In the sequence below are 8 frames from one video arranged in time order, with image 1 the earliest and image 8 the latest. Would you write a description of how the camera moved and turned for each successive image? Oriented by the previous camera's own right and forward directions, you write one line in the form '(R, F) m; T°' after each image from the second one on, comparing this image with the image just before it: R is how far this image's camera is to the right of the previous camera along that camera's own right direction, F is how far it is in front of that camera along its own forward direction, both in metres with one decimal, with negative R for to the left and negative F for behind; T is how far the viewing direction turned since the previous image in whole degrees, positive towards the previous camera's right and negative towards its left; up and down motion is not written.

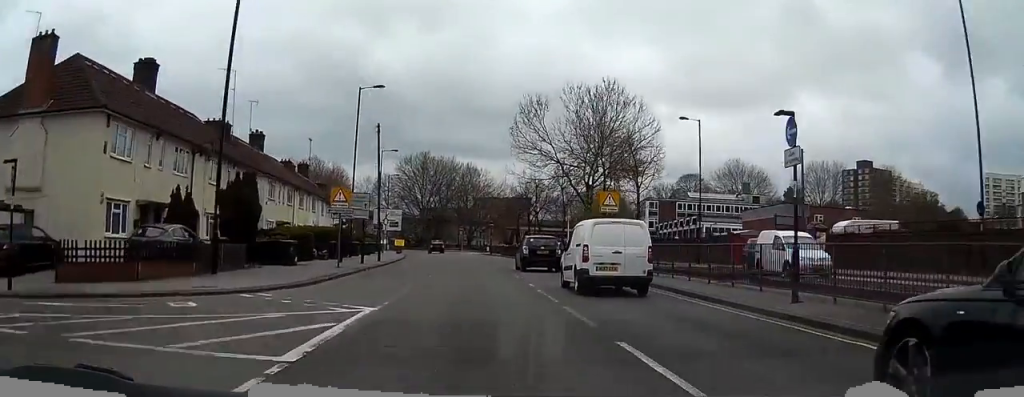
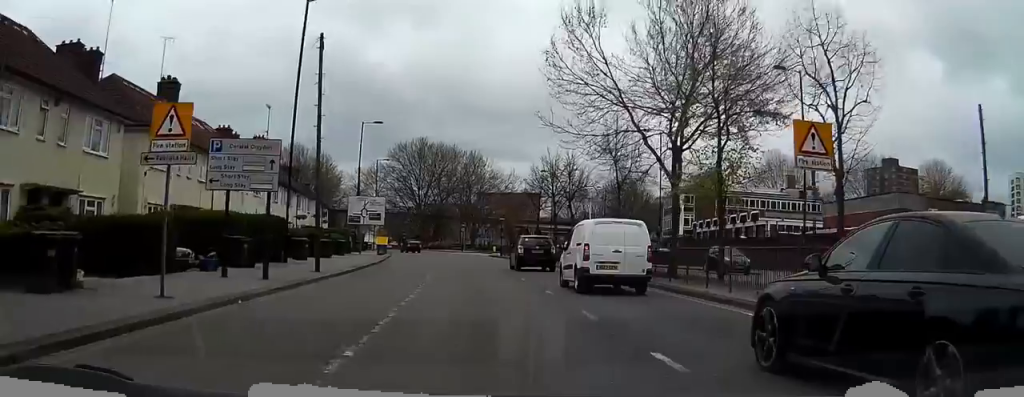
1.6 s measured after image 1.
(-0.4, +19.8) m; -1°
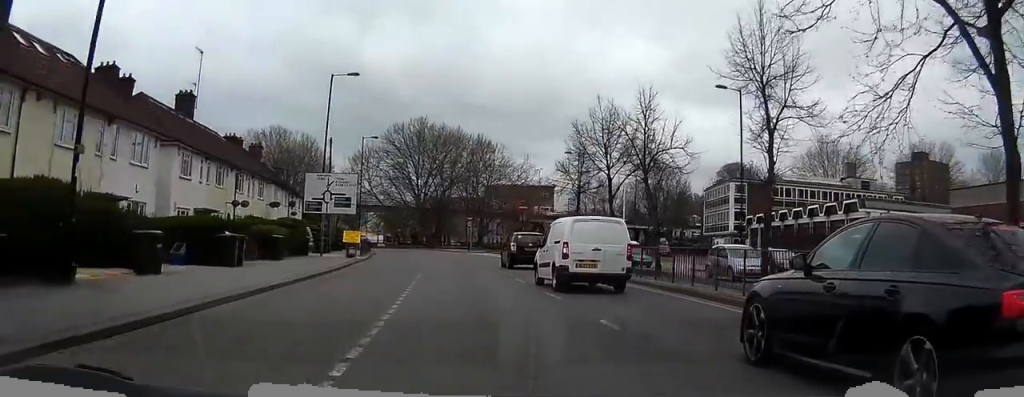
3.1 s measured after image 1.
(+0.2, +19.6) m; +1°
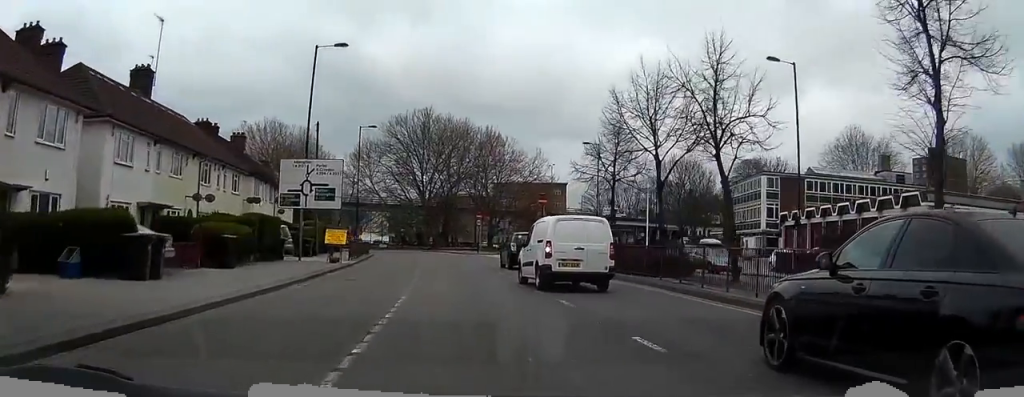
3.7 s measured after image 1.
(+0.1, +8.0) m; 0°
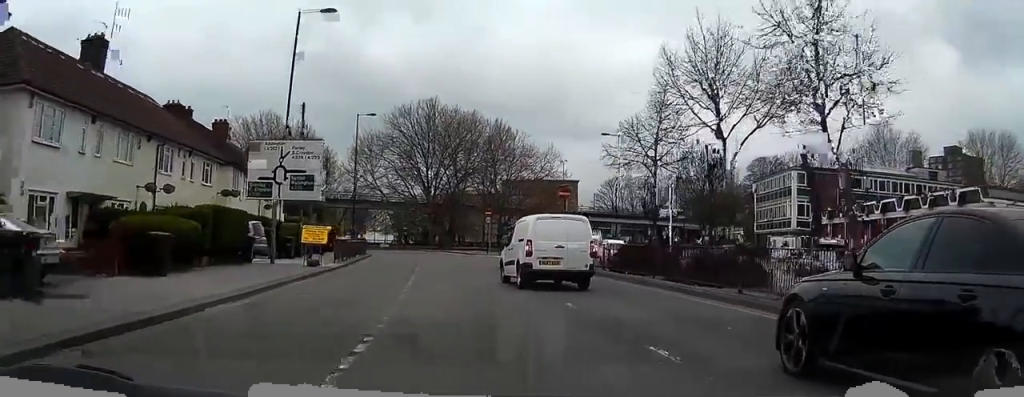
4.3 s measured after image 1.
(-0.1, +7.0) m; -1°
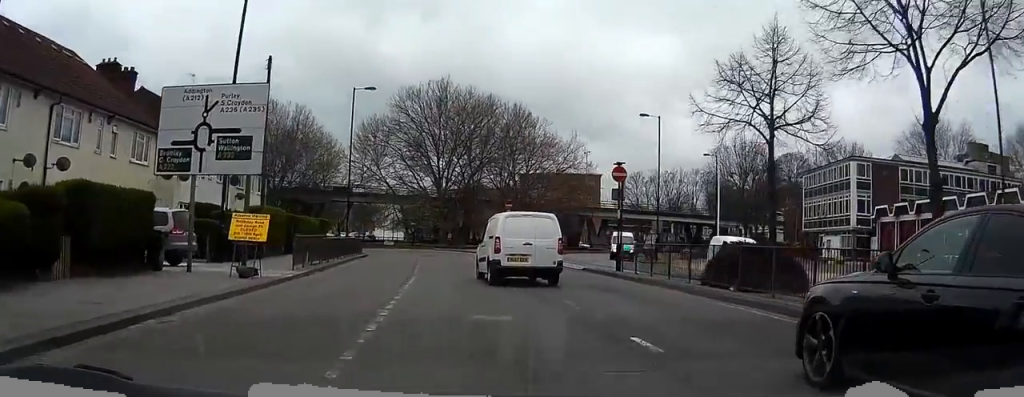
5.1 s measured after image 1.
(-0.1, +10.1) m; -1°
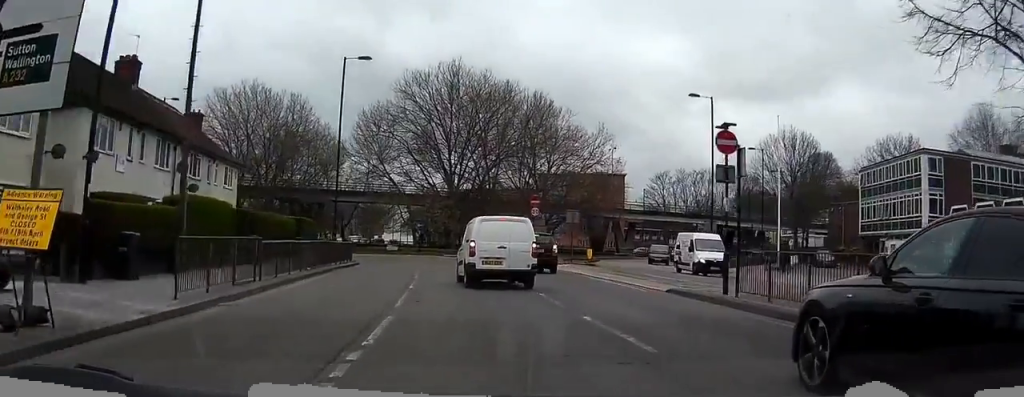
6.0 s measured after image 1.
(-0.1, +10.5) m; -1°
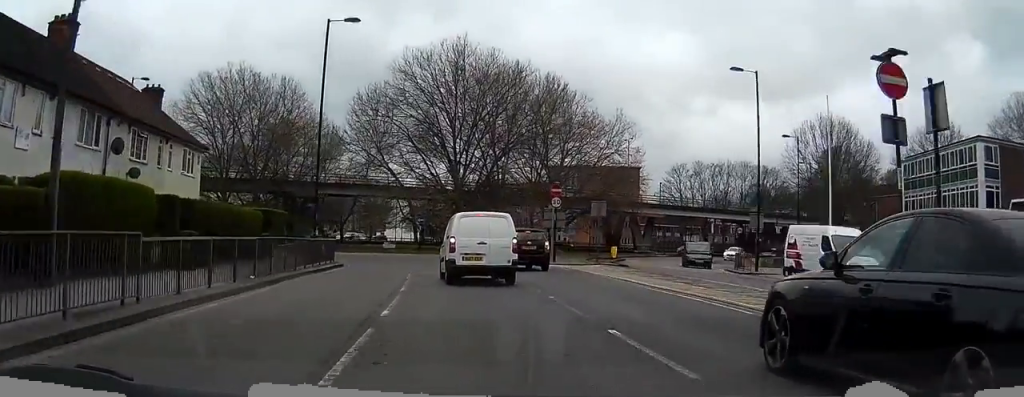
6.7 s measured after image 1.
(-0.1, +7.6) m; -1°
